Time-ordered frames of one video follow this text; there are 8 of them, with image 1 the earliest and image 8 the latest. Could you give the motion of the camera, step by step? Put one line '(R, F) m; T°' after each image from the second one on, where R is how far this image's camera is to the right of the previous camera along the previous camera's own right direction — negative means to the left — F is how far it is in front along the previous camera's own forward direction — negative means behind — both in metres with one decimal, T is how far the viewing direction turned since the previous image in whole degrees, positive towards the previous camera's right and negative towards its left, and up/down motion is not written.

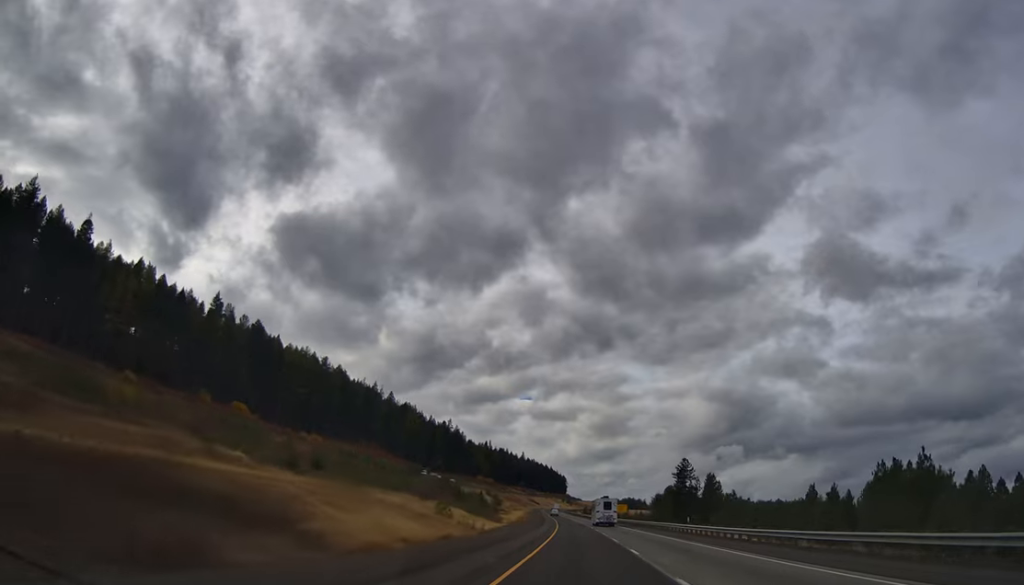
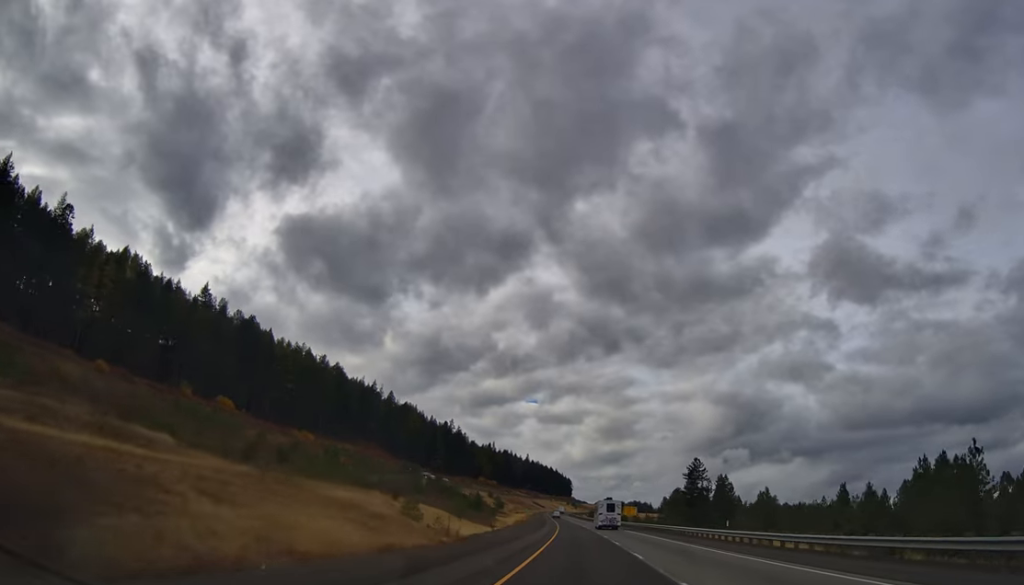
(+0.1, +13.2) m; 0°
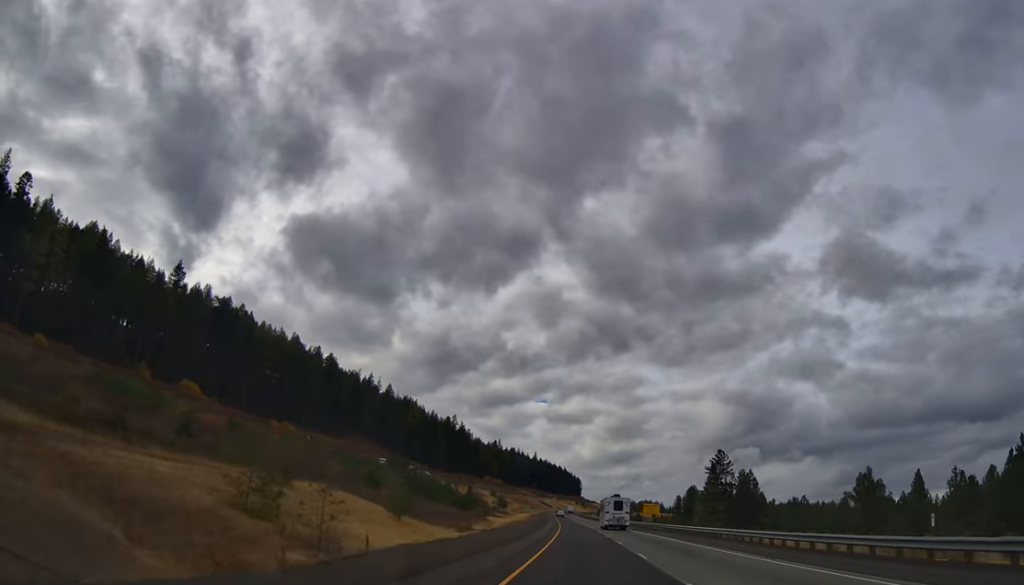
(-0.8, +24.3) m; 0°
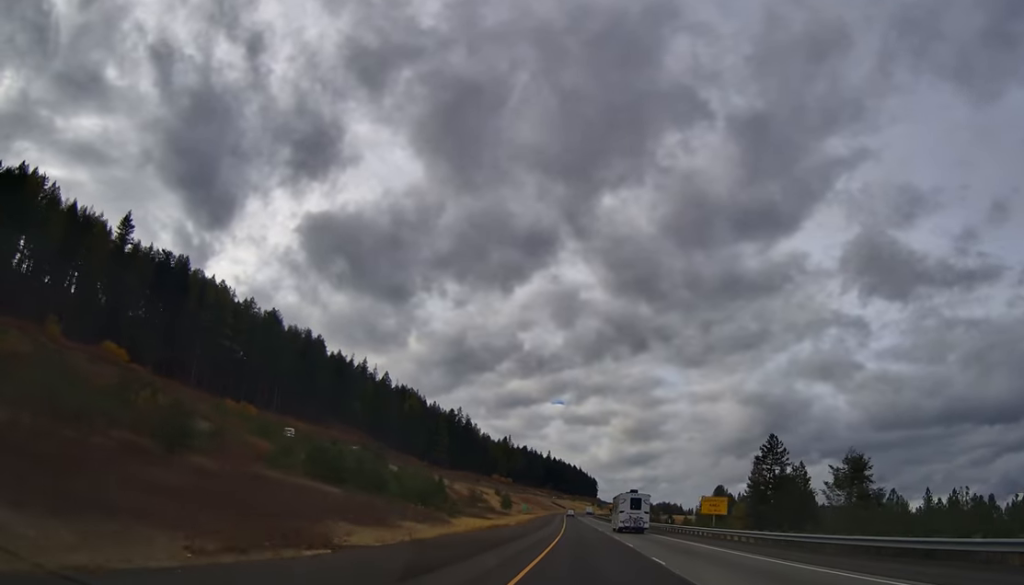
(+0.7, +39.7) m; -2°
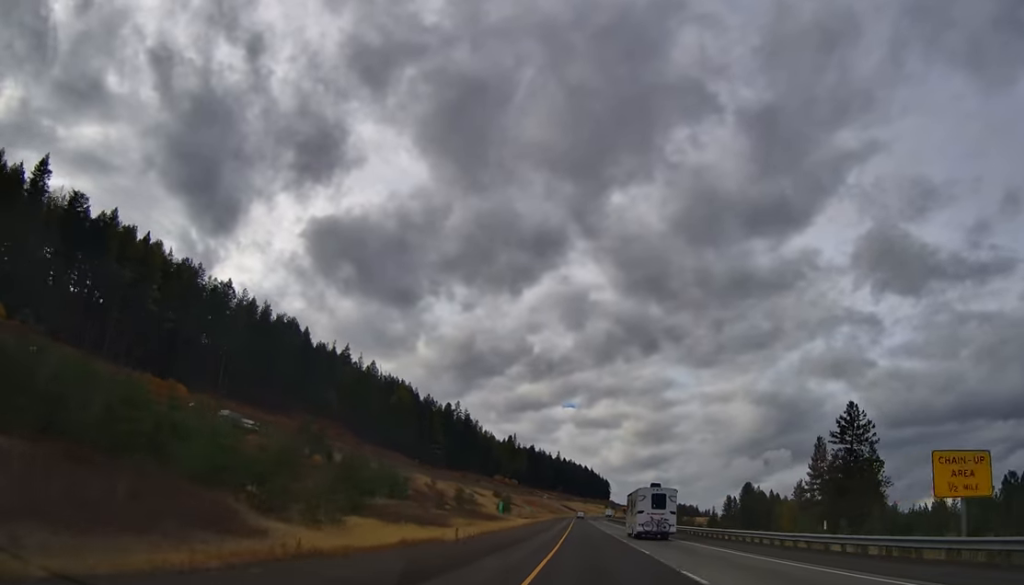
(-1.7, +42.0) m; -2°
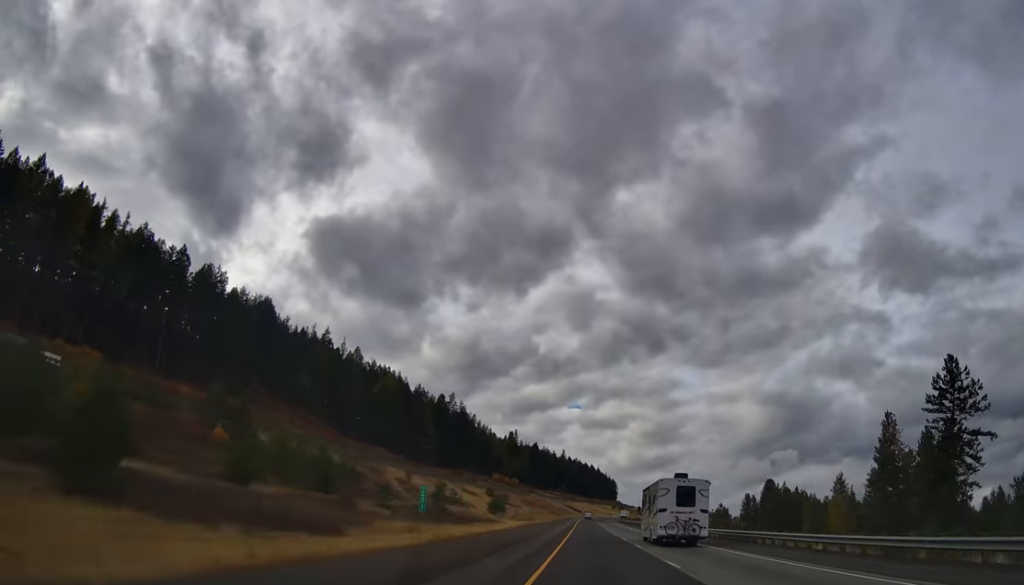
(+0.3, +32.1) m; -1°
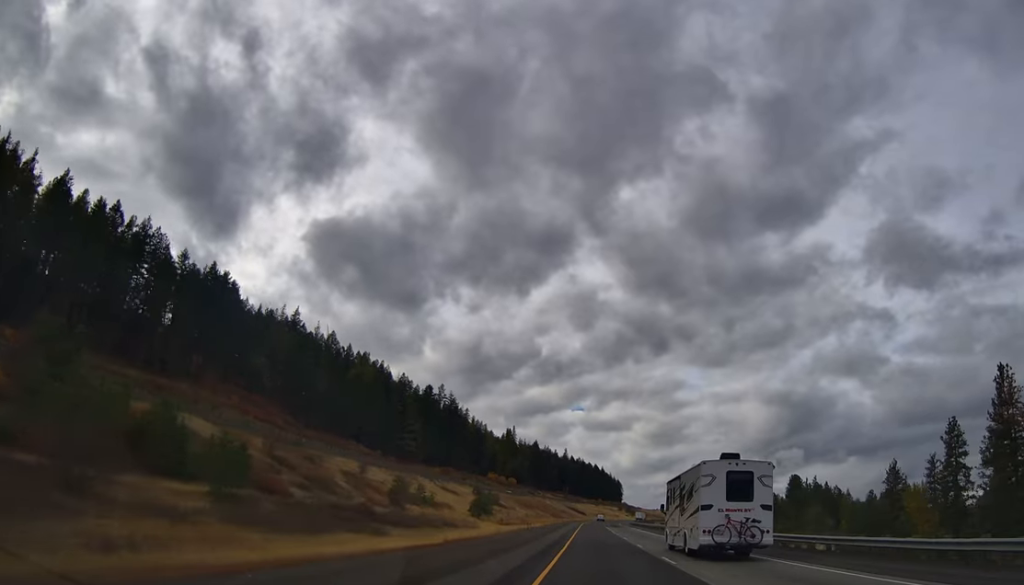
(-1.1, +34.3) m; -2°
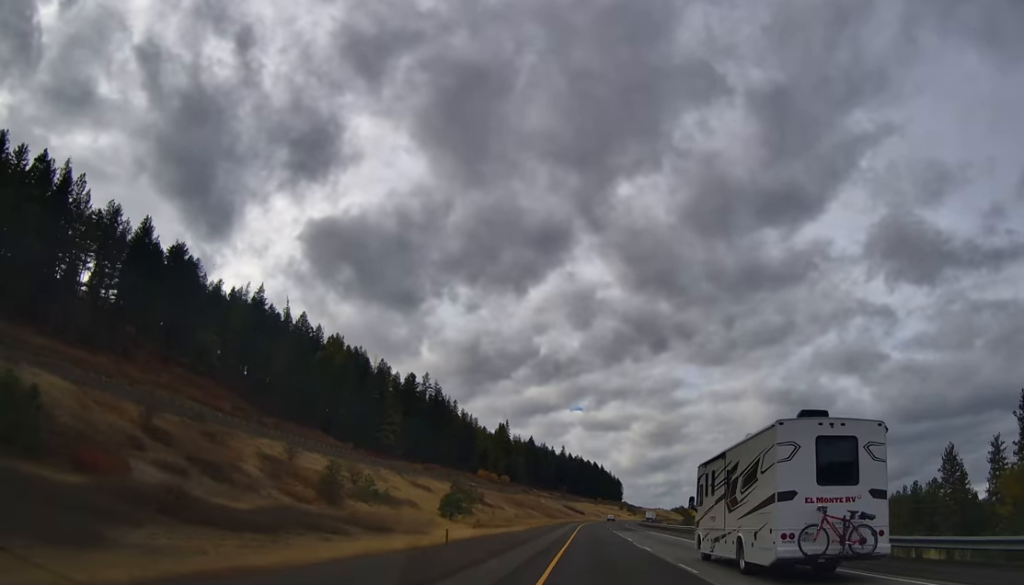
(0.0, +28.7) m; +1°
